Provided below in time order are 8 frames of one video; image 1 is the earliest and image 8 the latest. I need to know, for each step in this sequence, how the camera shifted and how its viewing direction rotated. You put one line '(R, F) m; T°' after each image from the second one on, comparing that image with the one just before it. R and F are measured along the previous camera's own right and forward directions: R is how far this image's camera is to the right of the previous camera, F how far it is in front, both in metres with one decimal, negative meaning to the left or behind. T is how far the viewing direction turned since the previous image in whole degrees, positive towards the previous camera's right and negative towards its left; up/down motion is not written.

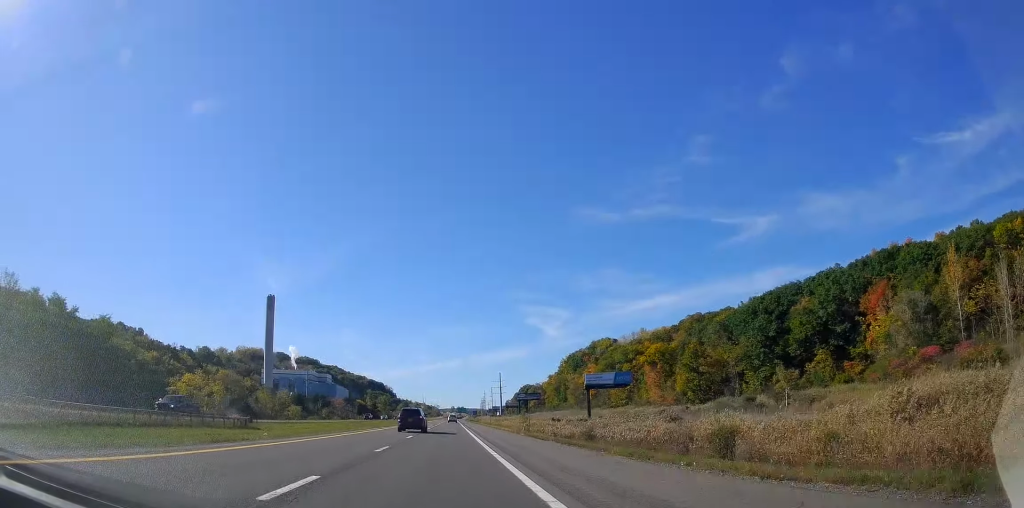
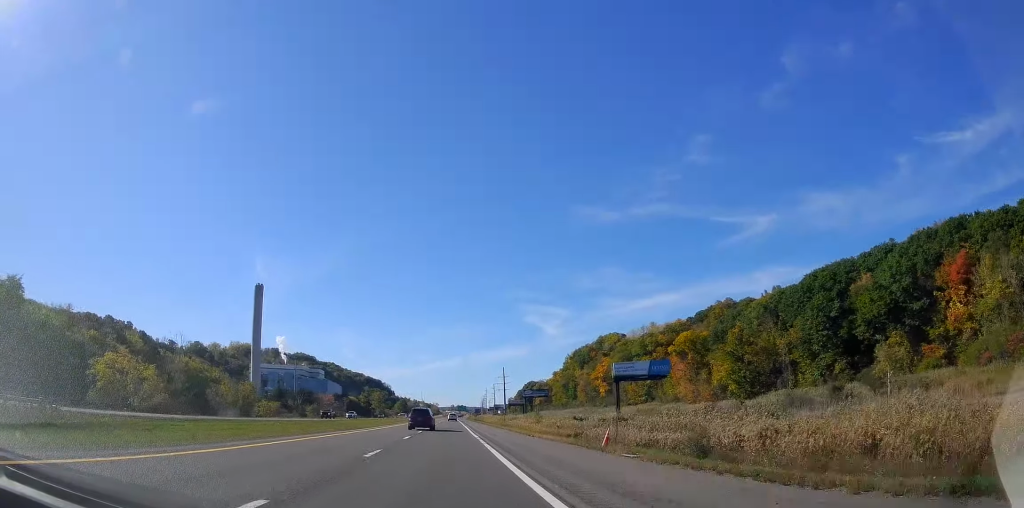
(-0.5, +27.9) m; 0°
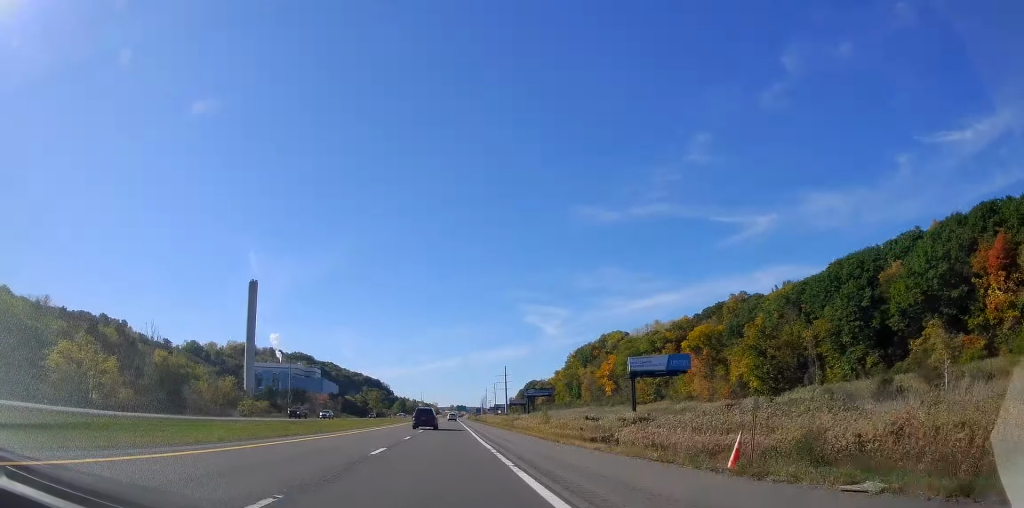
(0.0, +11.6) m; 0°
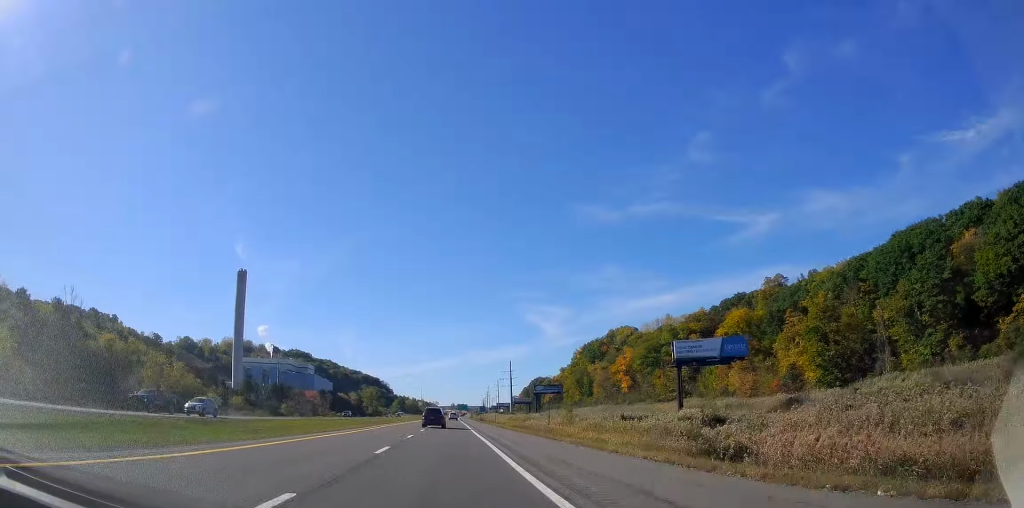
(+0.3, +24.1) m; +1°
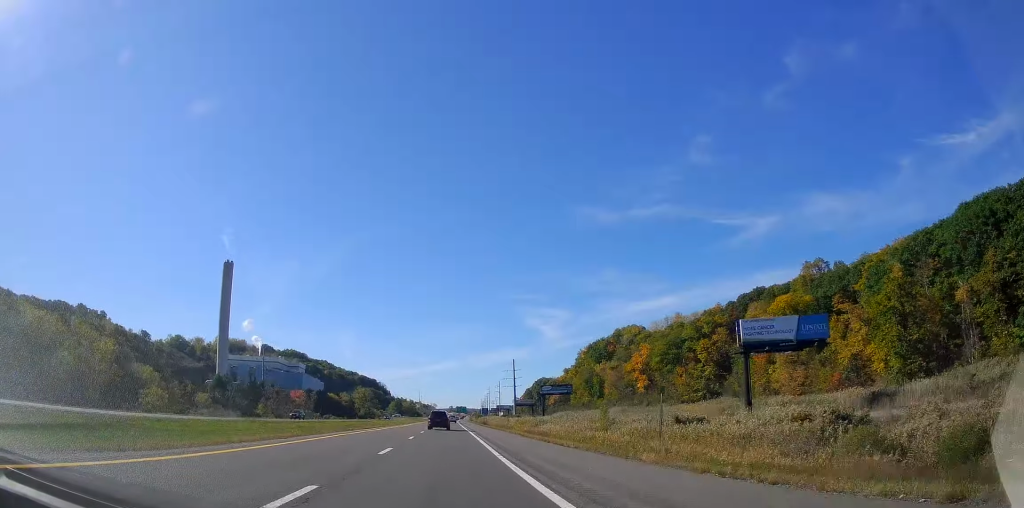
(0.0, +23.2) m; 0°
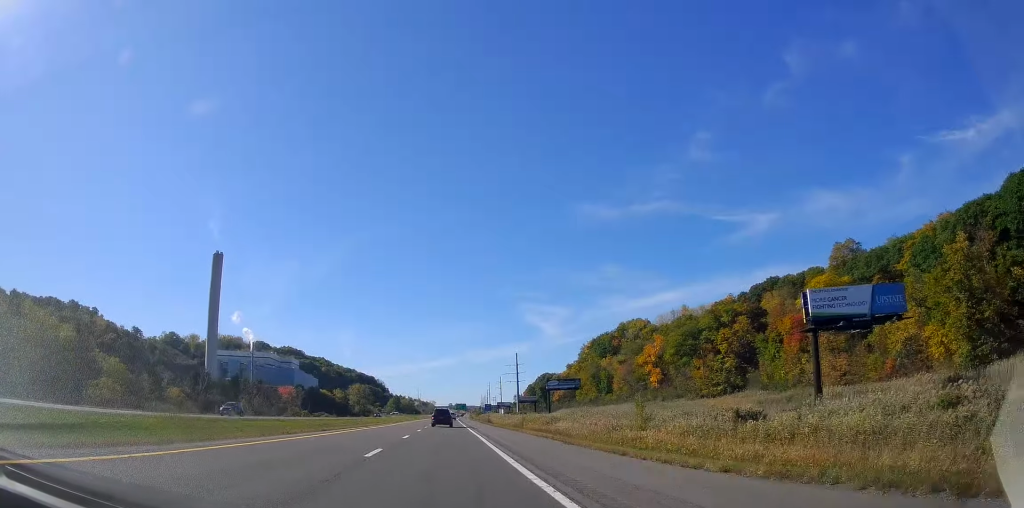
(0.0, +15.4) m; 0°
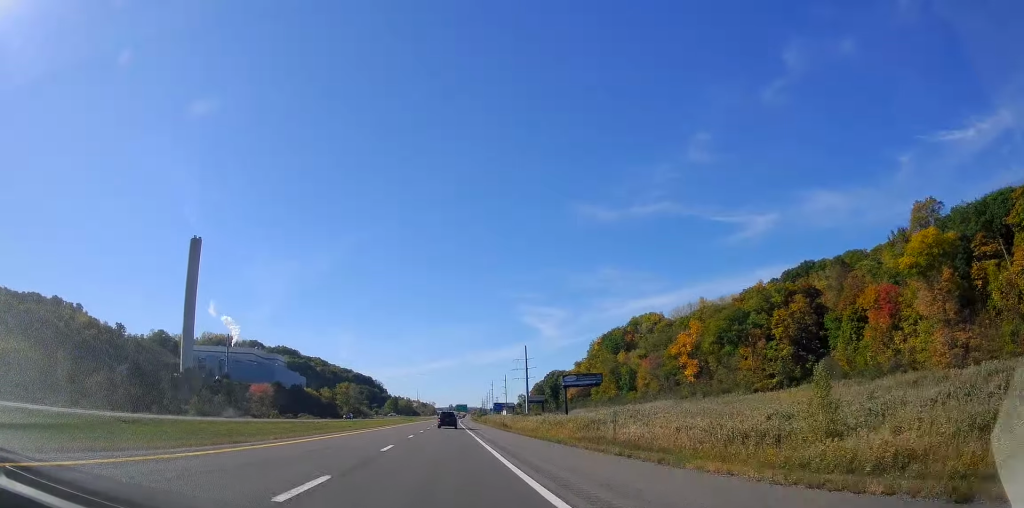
(+0.1, +31.7) m; 0°
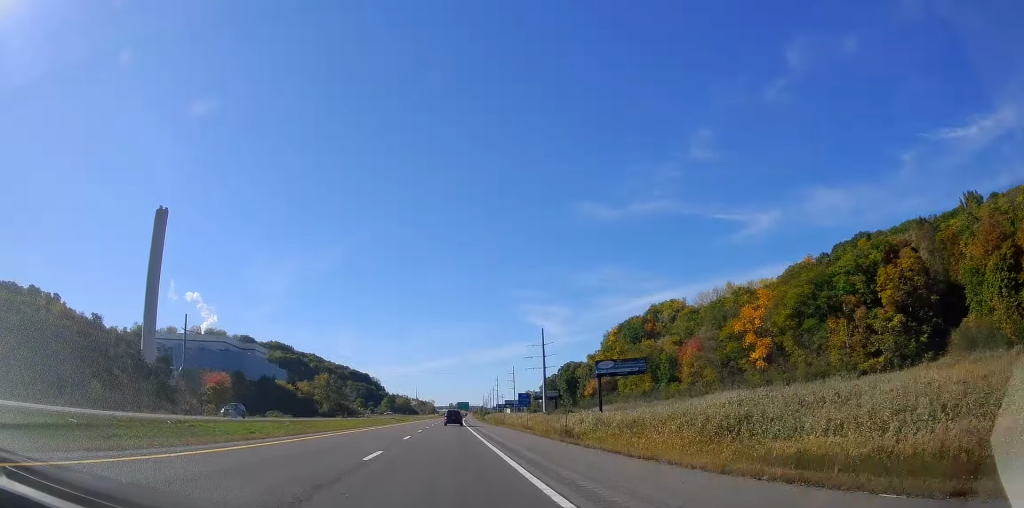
(0.0, +41.5) m; -1°
